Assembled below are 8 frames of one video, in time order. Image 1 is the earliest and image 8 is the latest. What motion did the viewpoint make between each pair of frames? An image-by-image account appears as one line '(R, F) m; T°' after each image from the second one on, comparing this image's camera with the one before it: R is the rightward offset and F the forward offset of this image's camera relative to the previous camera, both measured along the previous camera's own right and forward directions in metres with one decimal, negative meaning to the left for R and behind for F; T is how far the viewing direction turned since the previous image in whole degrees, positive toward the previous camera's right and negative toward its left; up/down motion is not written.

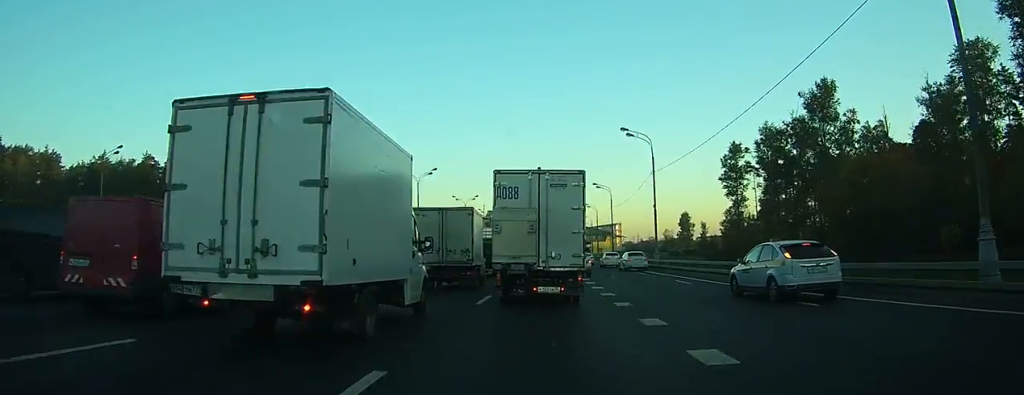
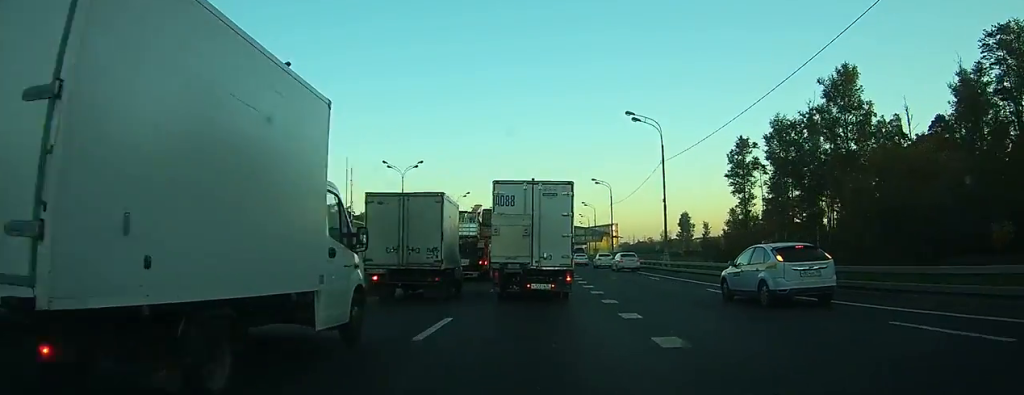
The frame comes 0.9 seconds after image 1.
(0.0, +7.8) m; 0°
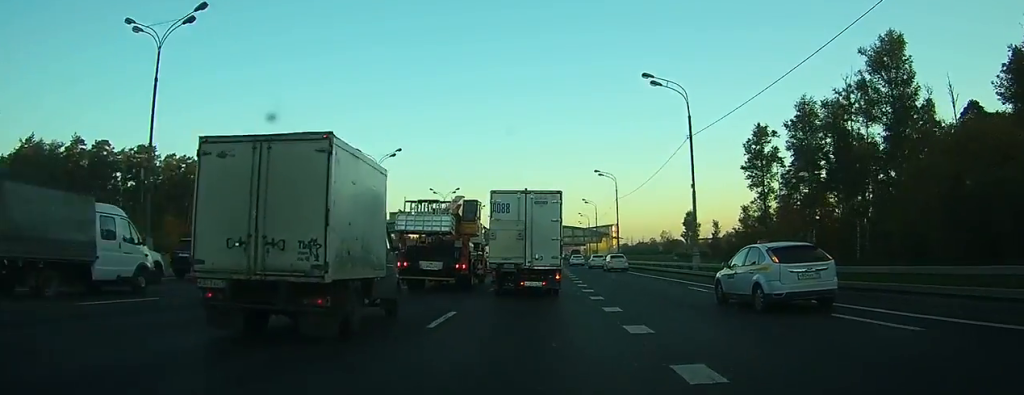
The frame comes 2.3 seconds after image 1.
(+0.1, +11.7) m; 0°
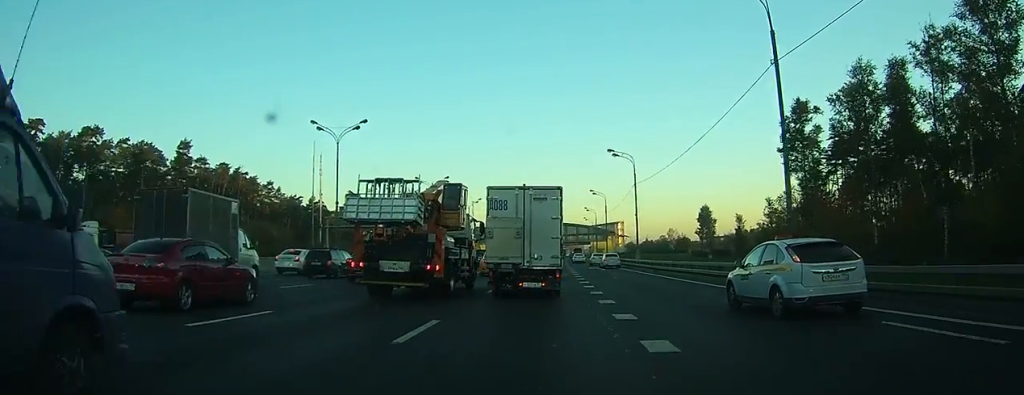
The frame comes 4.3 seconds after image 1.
(-0.1, +13.8) m; -1°
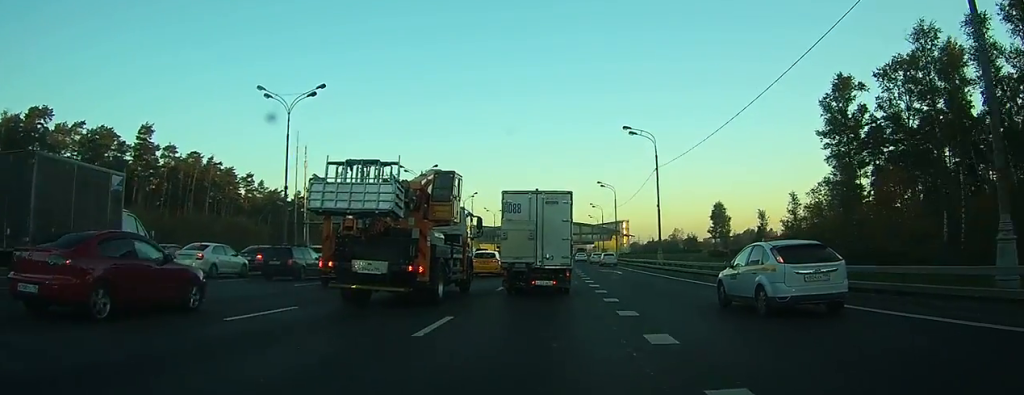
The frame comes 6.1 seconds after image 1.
(-0.1, +11.7) m; 0°
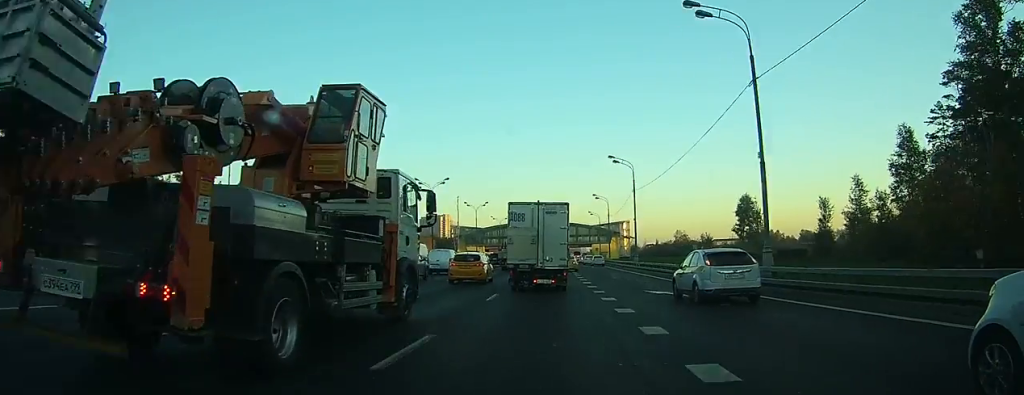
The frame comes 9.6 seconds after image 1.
(+0.3, +25.0) m; +1°
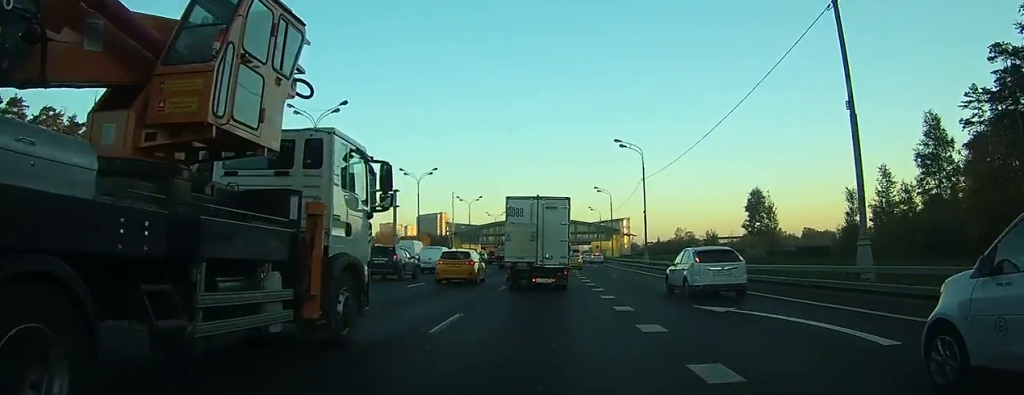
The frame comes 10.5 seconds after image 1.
(0.0, +6.6) m; 0°
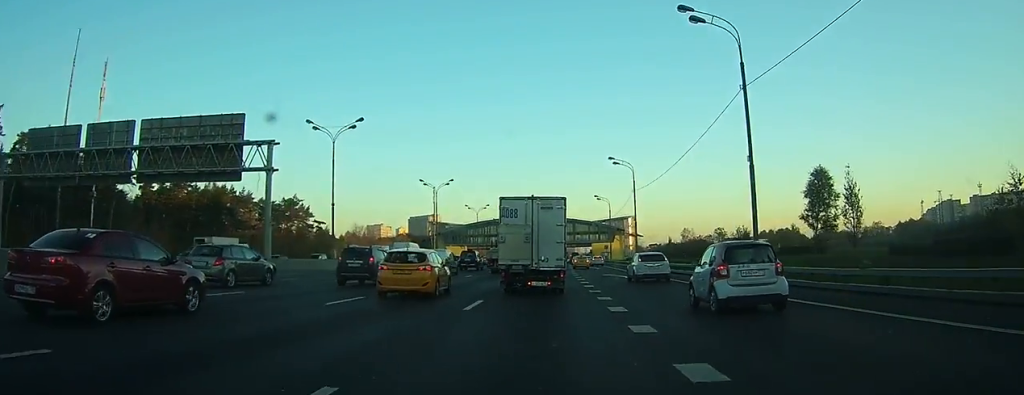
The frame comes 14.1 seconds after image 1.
(-0.2, +28.5) m; 0°
